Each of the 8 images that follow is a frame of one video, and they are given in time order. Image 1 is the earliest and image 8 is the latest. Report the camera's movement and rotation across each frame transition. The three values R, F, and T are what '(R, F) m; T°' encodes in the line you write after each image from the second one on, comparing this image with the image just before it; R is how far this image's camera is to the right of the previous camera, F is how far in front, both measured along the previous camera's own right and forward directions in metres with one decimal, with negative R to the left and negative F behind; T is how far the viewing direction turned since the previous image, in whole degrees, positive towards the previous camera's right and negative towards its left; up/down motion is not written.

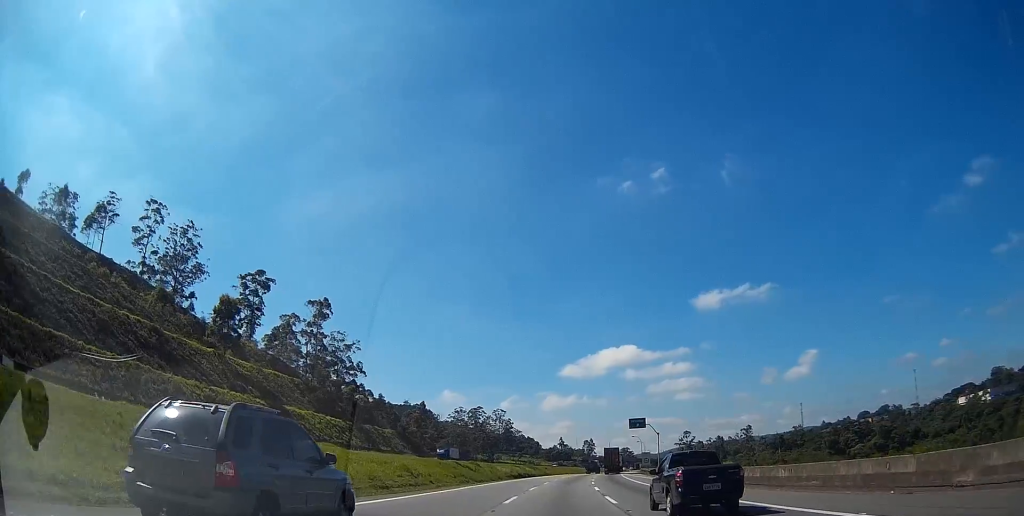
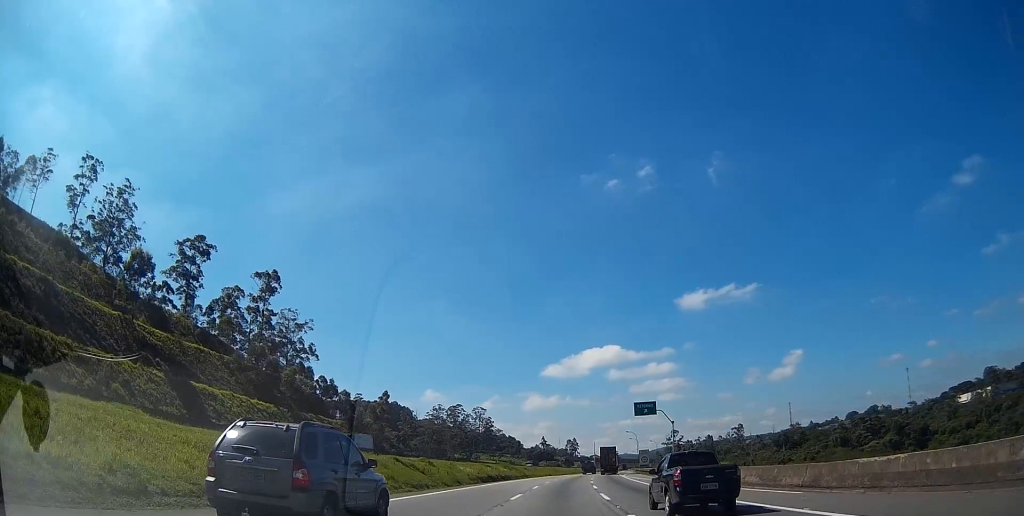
(+0.4, +23.6) m; +2°
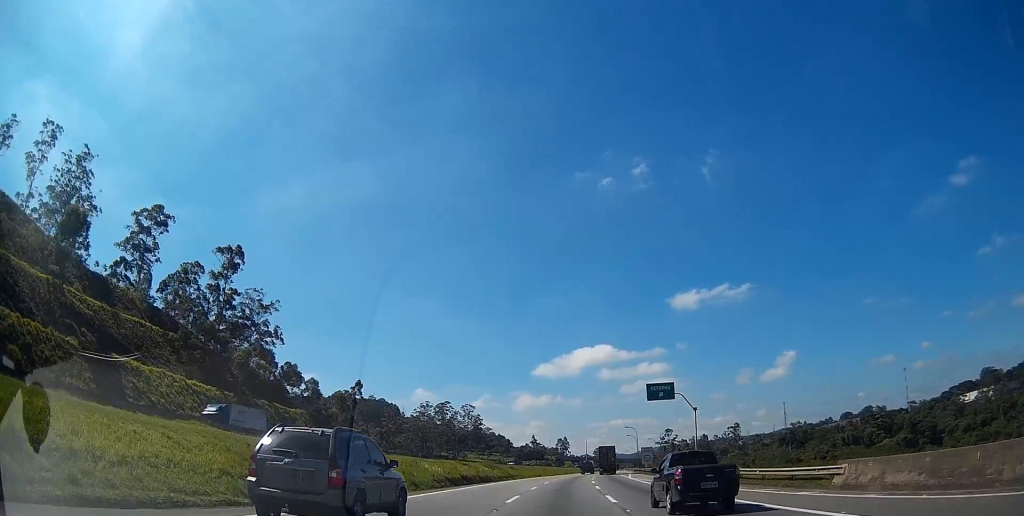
(+0.1, +15.3) m; +1°
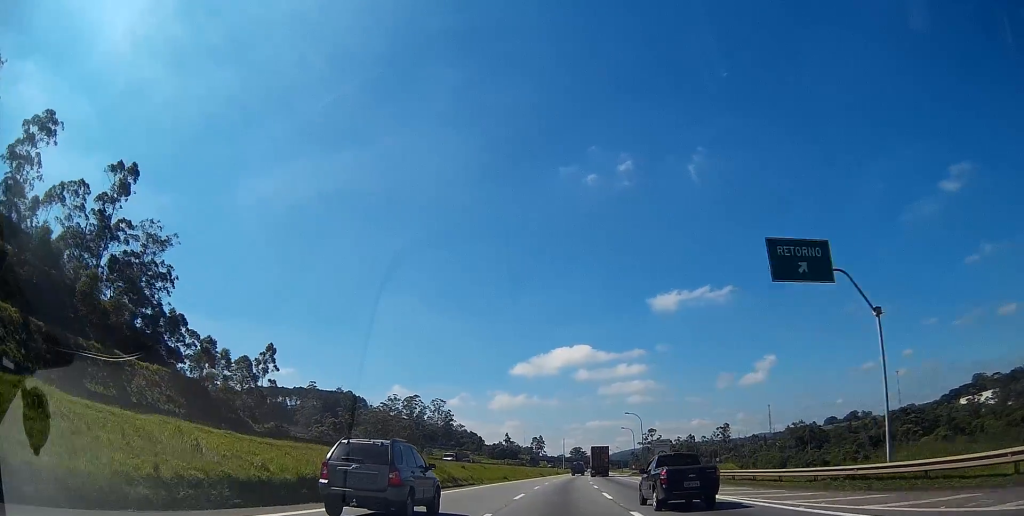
(+0.8, +35.5) m; +2°
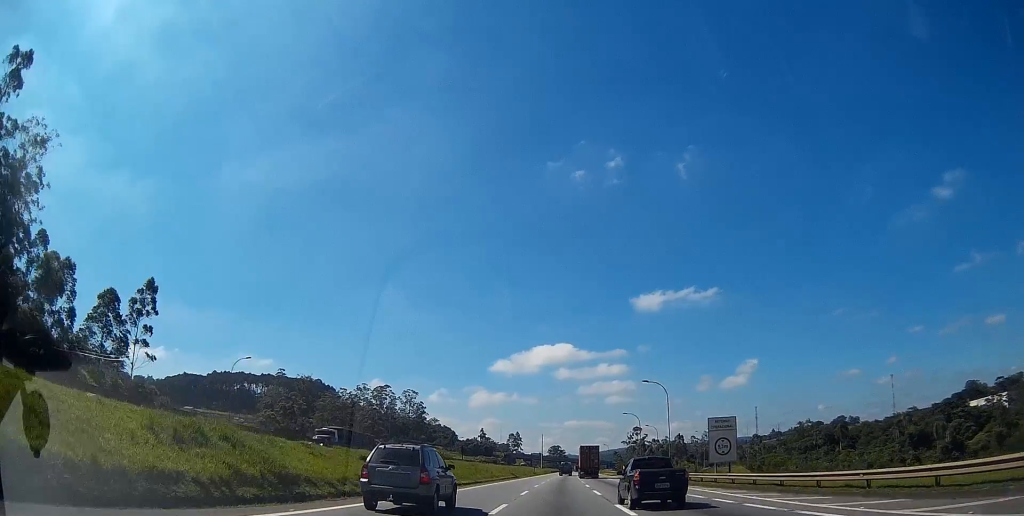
(+0.6, +33.7) m; +3°
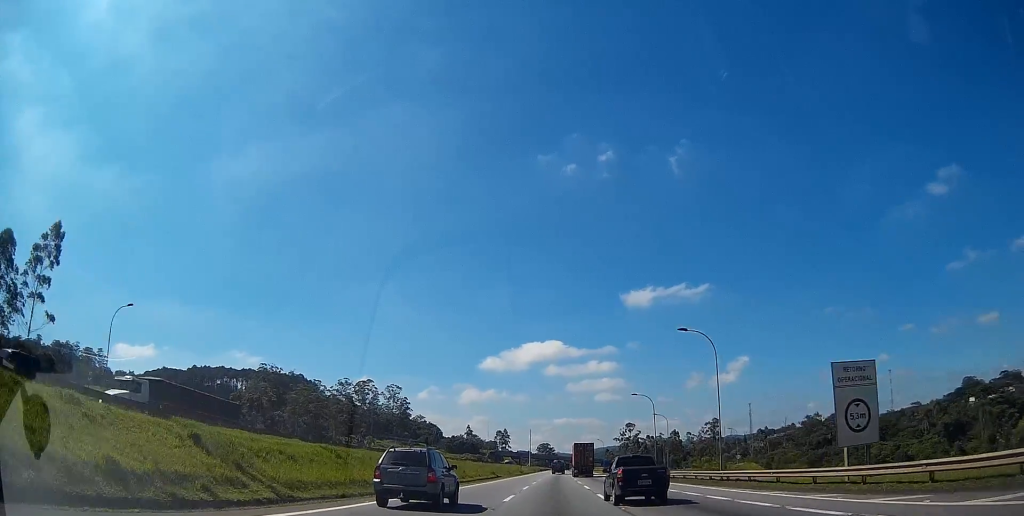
(+0.3, +20.4) m; +1°
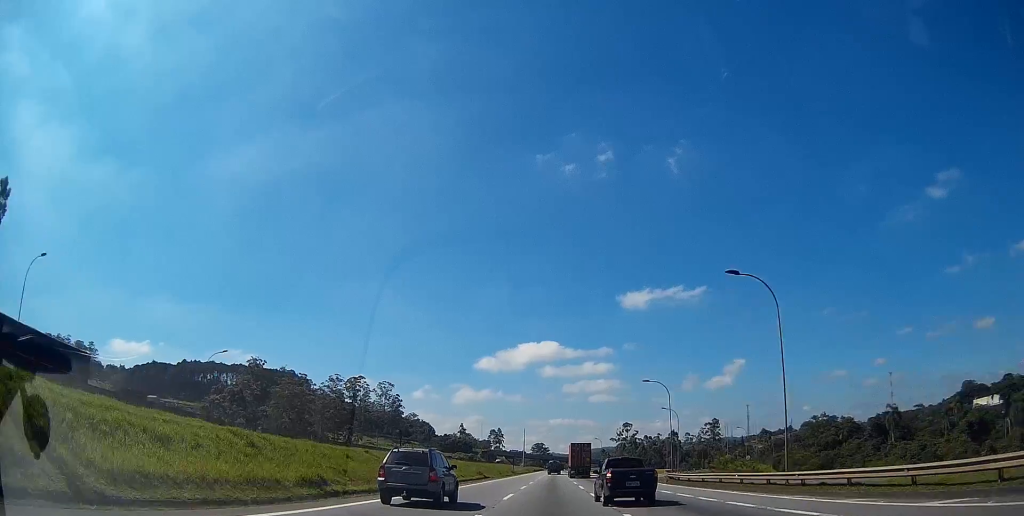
(+0.1, +11.5) m; 0°
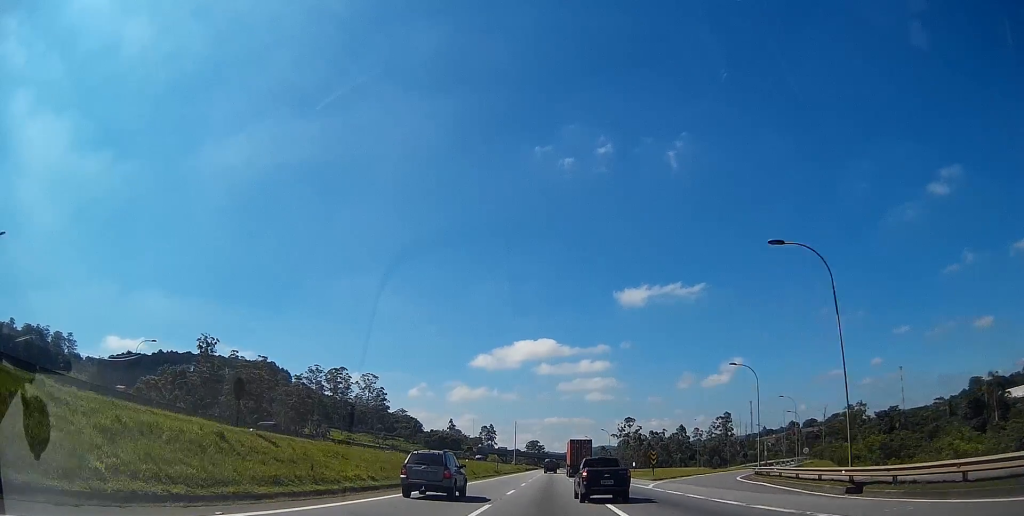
(-0.1, +35.3) m; 0°
